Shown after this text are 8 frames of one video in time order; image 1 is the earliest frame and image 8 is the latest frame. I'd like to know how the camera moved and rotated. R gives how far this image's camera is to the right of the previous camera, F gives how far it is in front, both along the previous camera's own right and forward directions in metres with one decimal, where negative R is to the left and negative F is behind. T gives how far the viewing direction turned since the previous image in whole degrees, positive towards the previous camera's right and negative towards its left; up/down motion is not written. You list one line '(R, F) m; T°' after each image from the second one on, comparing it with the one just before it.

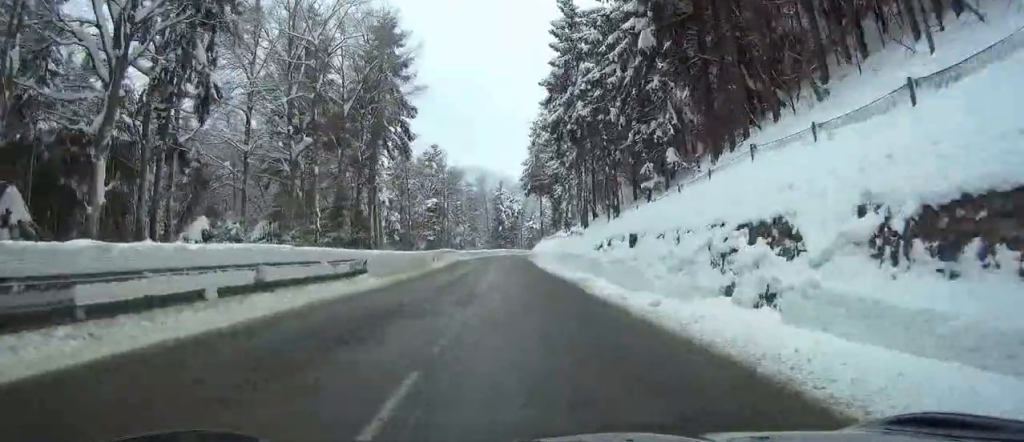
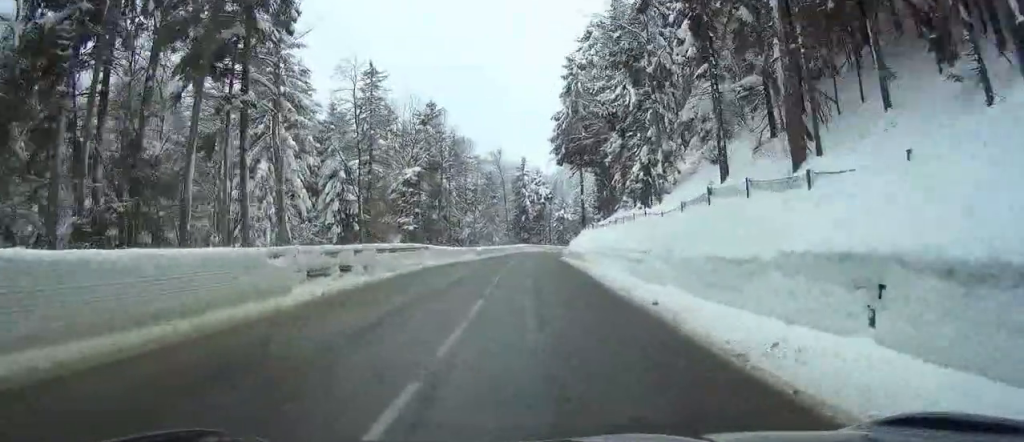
(0.0, +29.2) m; 0°
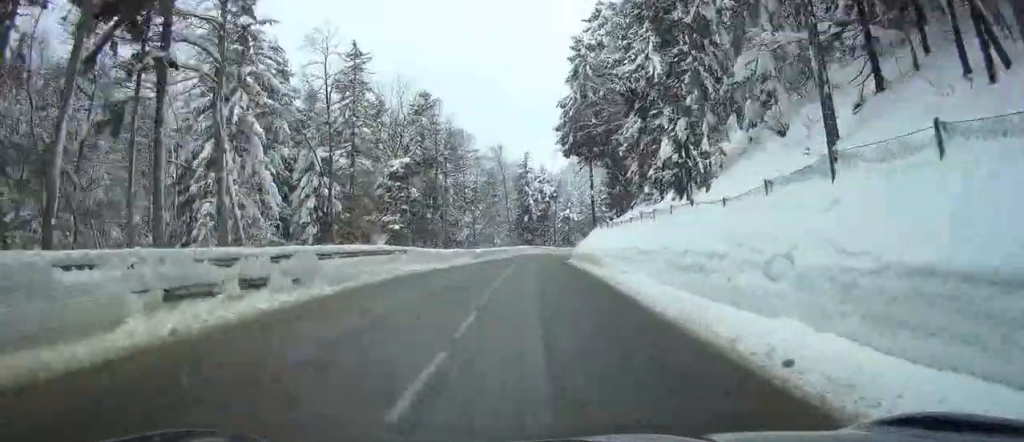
(0.0, +6.8) m; 0°
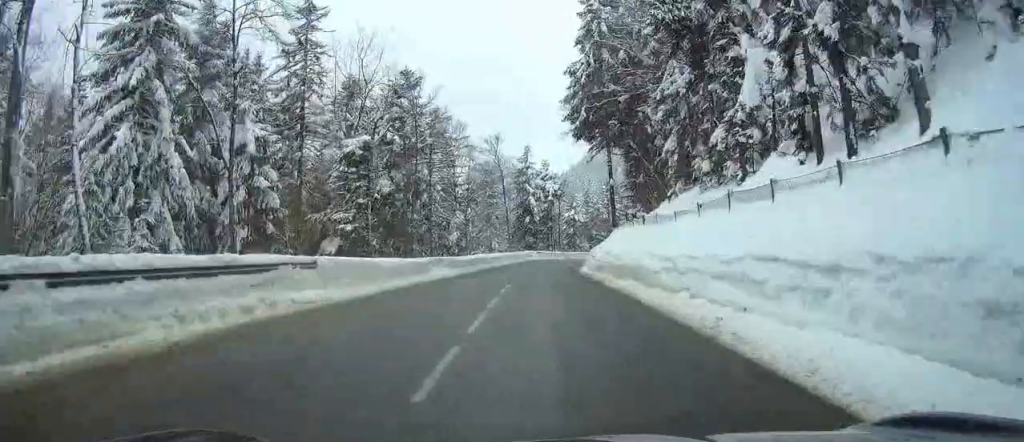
(0.0, +11.1) m; 0°
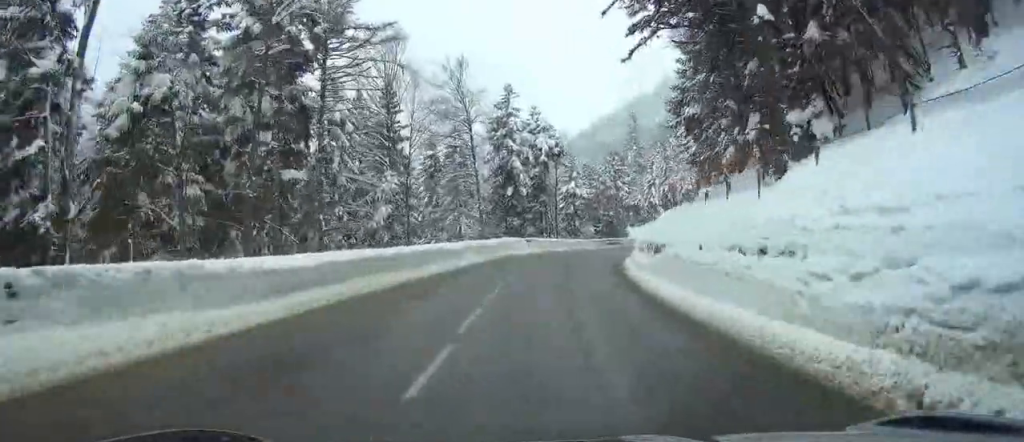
(-0.2, +29.5) m; -1°
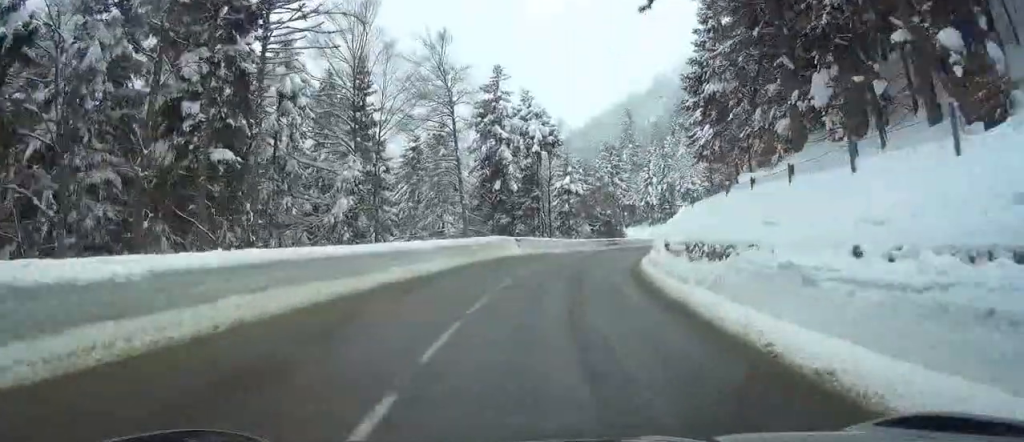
(0.0, +7.7) m; 0°
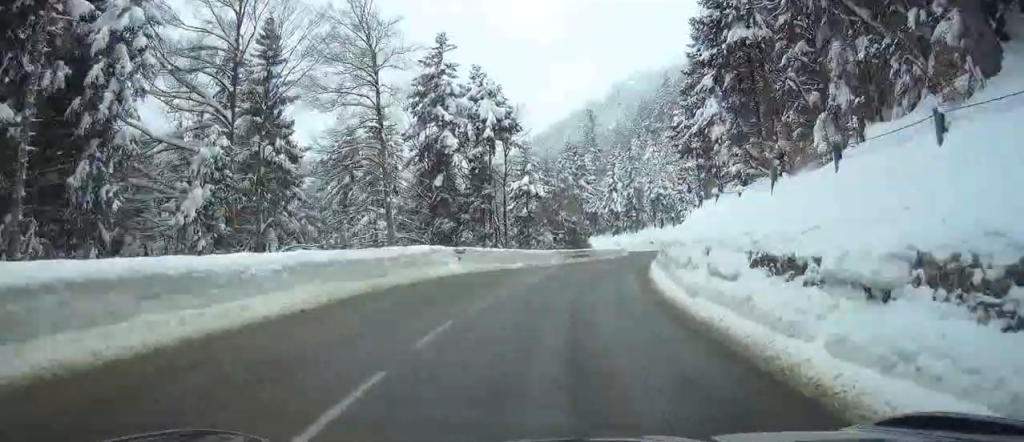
(0.0, +10.8) m; 0°
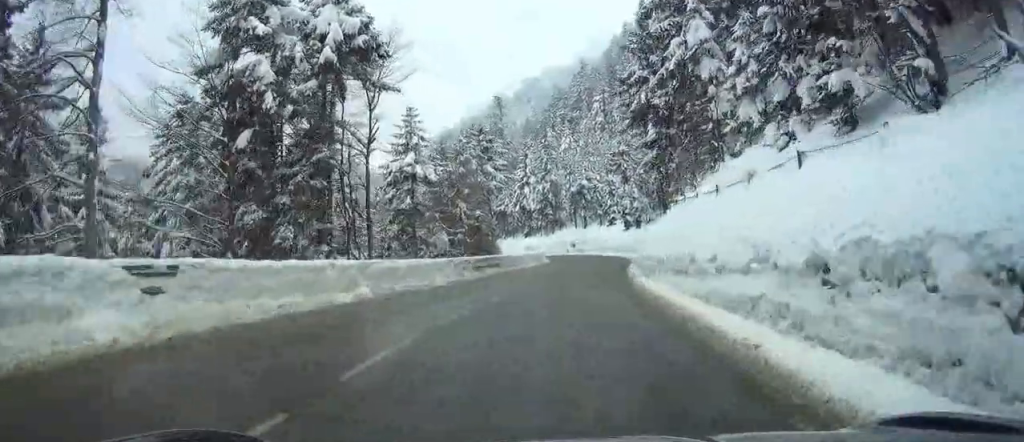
(+0.6, +19.0) m; +8°
